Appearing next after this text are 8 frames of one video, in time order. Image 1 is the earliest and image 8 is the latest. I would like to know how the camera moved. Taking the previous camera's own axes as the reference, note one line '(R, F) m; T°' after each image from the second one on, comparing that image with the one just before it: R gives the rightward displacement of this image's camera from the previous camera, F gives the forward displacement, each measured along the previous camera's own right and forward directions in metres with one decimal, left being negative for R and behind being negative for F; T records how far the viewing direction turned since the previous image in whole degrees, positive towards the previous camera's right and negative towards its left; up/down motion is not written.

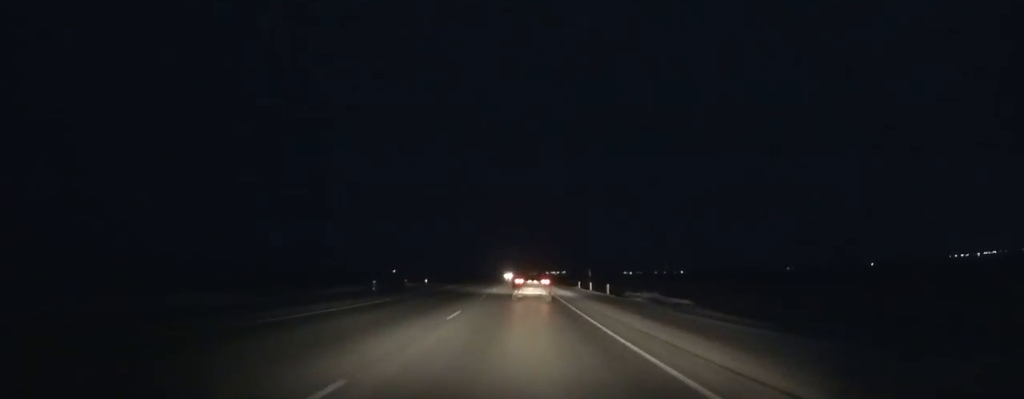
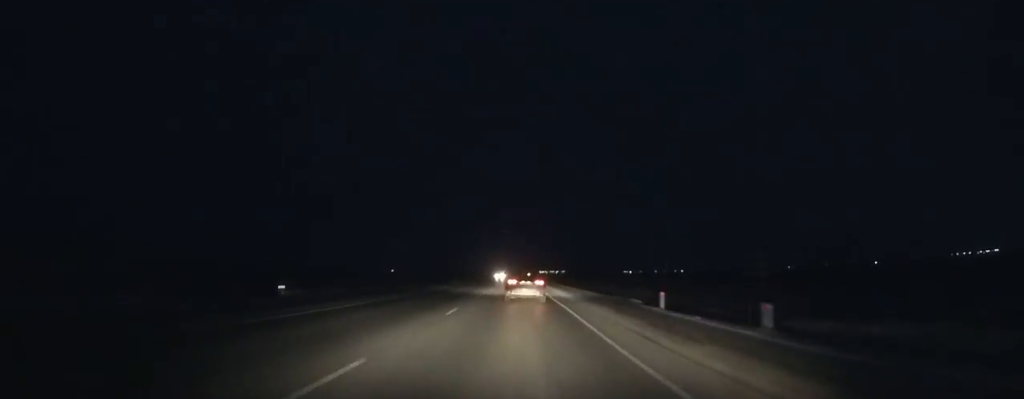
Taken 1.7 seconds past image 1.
(0.0, +33.6) m; 0°
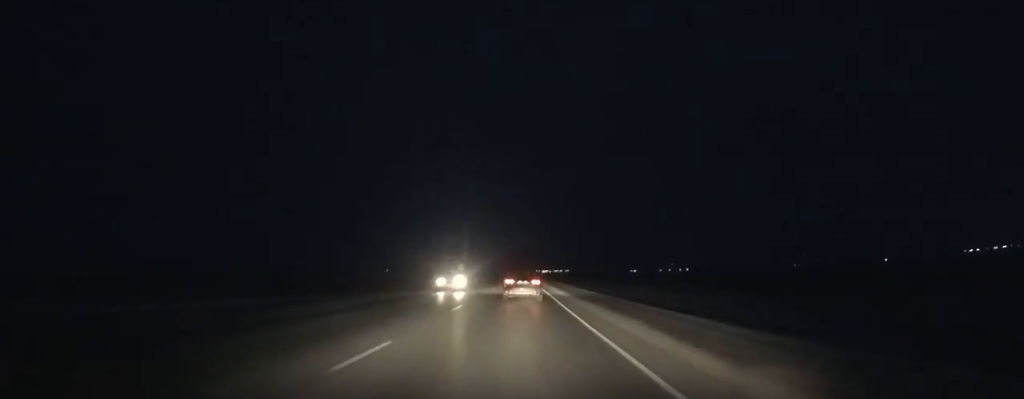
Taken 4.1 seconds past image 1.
(-0.3, +47.0) m; 0°
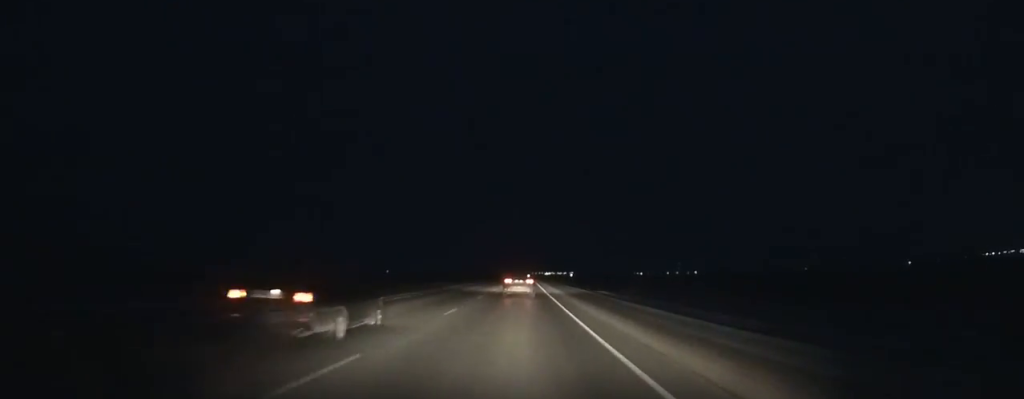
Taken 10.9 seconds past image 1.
(-0.2, +136.1) m; 0°
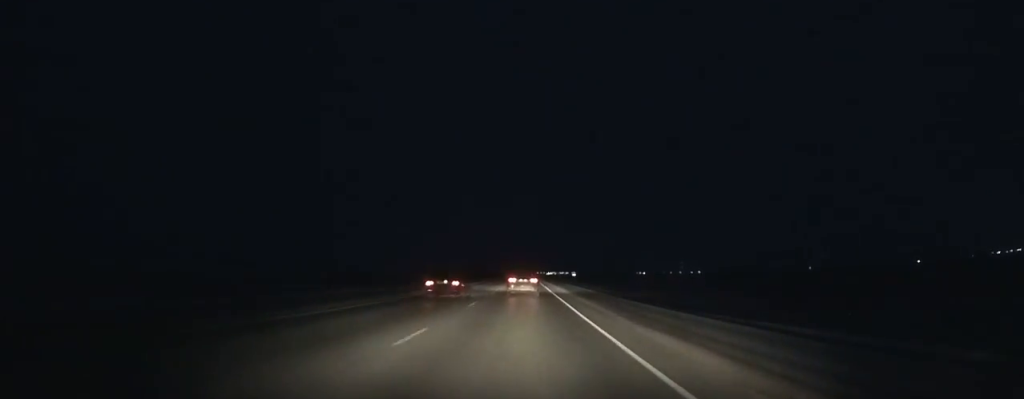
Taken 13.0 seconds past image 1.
(-0.1, +43.6) m; 0°
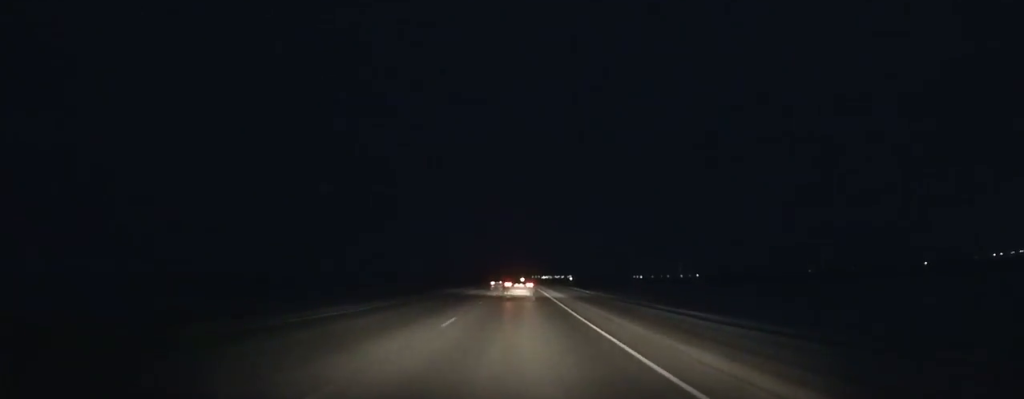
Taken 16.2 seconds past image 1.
(+0.5, +67.7) m; +1°
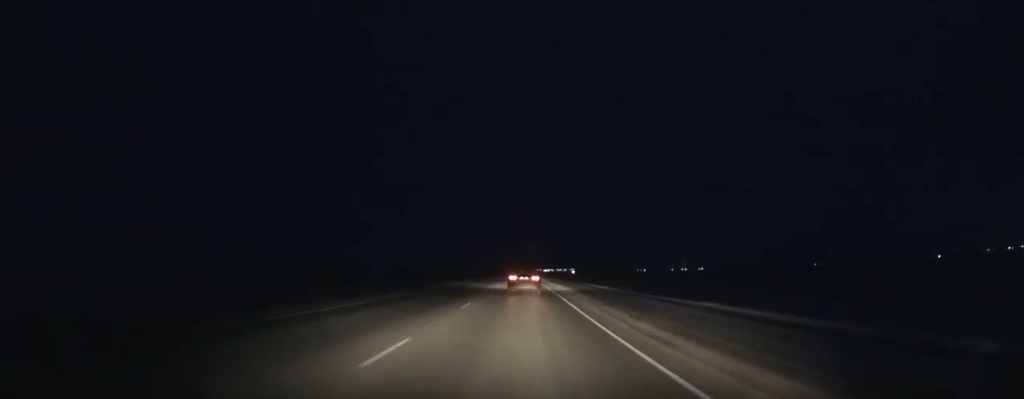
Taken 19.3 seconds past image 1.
(+0.2, +67.2) m; 0°
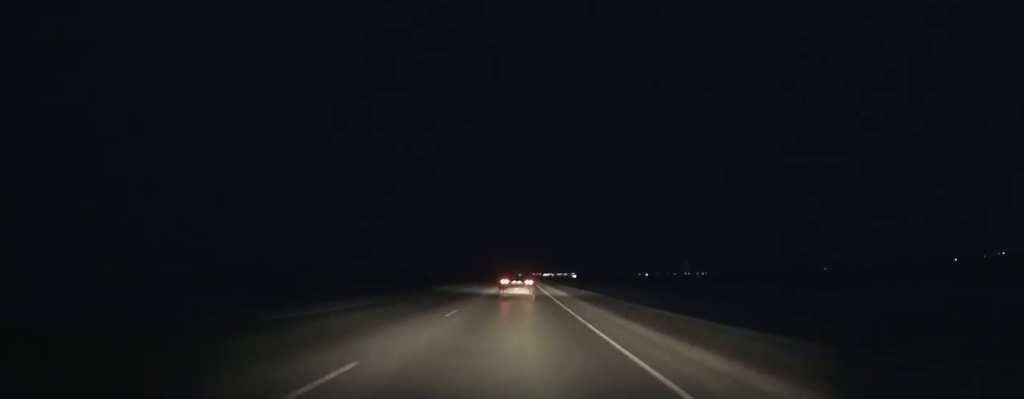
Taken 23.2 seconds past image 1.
(-0.3, +85.6) m; 0°
